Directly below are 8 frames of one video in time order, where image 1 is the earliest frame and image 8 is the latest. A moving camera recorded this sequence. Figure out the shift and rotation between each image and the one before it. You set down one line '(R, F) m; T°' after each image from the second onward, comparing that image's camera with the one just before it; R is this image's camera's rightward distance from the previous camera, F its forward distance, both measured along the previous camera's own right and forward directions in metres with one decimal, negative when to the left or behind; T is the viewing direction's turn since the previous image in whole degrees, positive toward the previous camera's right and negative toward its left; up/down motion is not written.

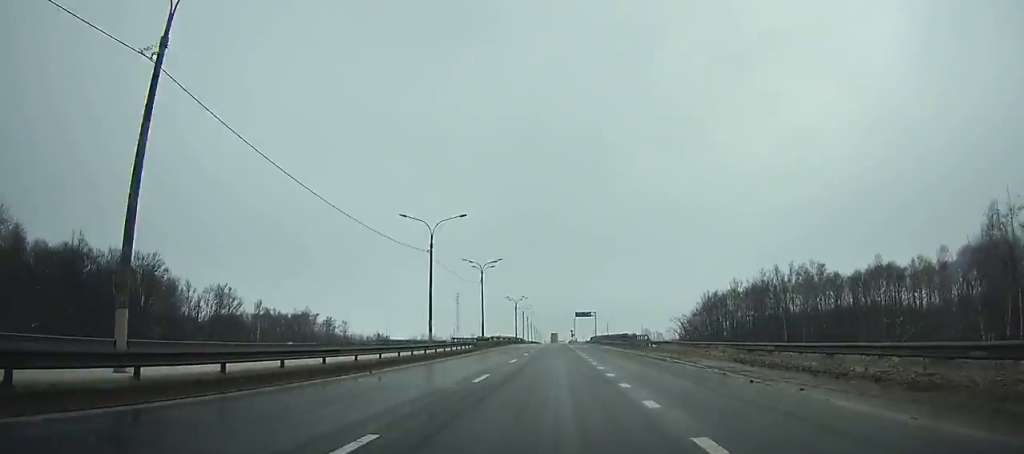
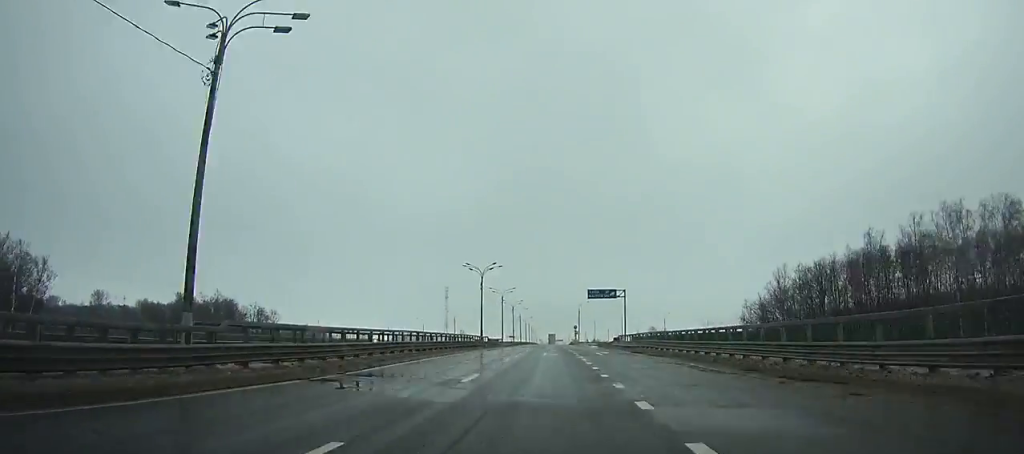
(0.0, +60.7) m; 0°
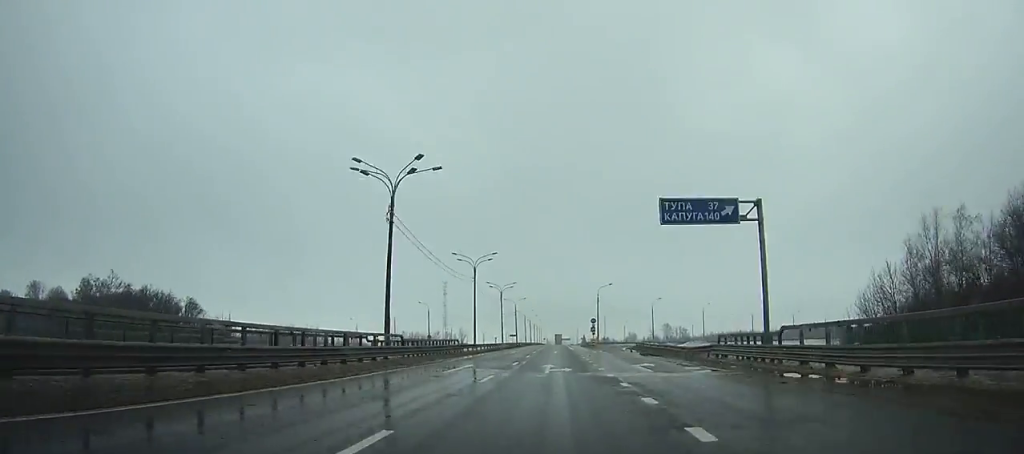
(0.0, +47.8) m; 0°
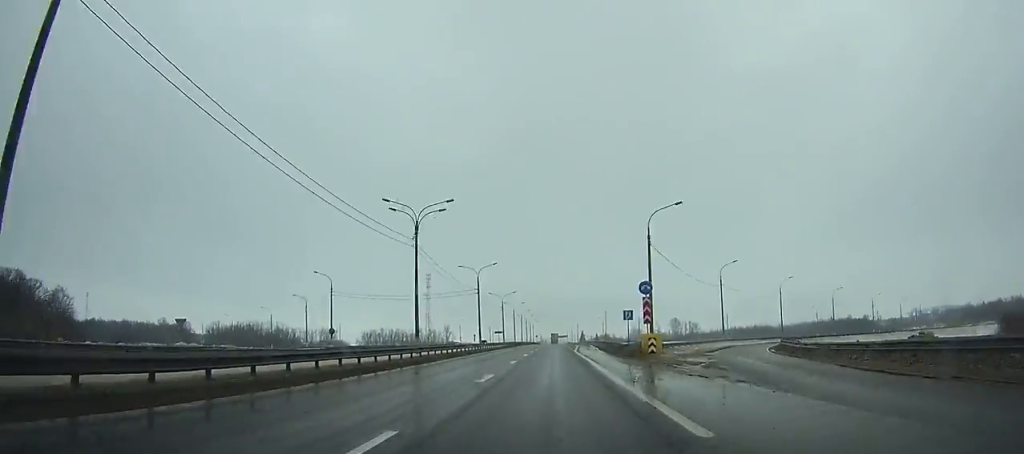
(+0.1, +60.1) m; 0°
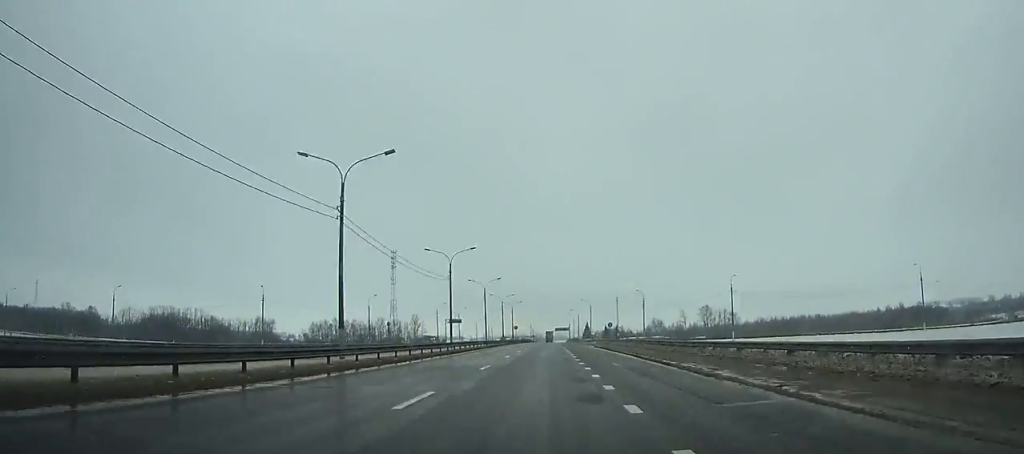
(-0.4, +113.3) m; 0°
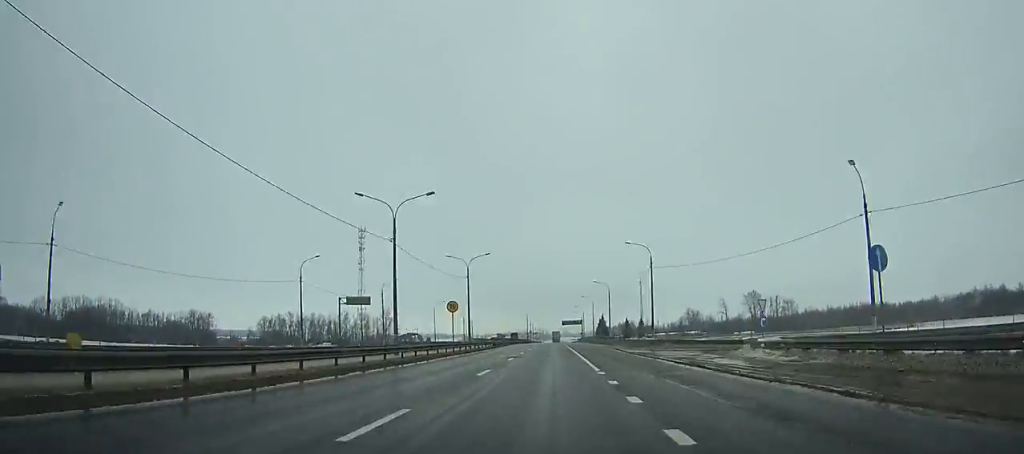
(-0.1, +85.0) m; 0°
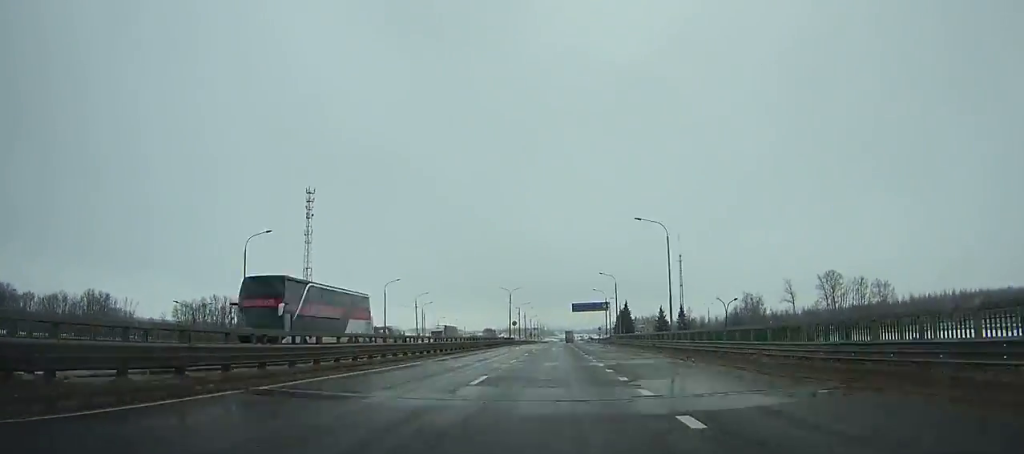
(-0.2, +86.7) m; 0°
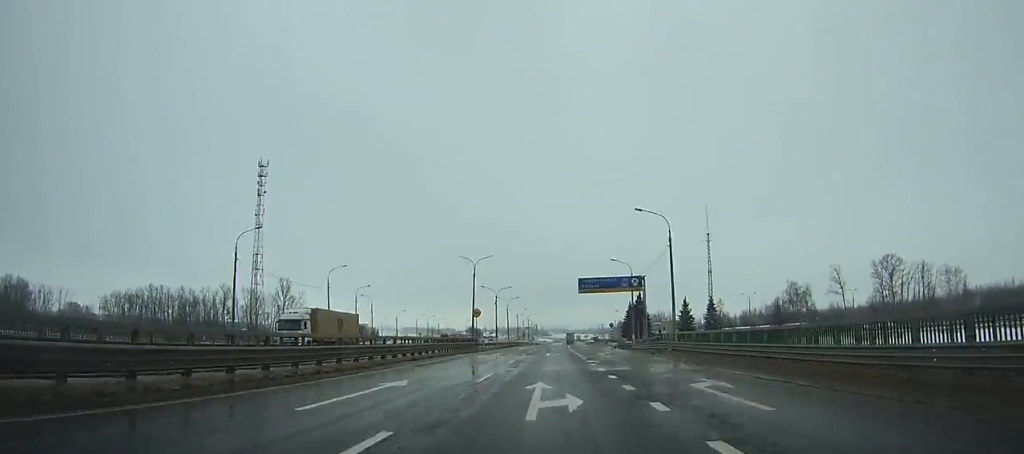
(+0.1, +45.9) m; 0°
